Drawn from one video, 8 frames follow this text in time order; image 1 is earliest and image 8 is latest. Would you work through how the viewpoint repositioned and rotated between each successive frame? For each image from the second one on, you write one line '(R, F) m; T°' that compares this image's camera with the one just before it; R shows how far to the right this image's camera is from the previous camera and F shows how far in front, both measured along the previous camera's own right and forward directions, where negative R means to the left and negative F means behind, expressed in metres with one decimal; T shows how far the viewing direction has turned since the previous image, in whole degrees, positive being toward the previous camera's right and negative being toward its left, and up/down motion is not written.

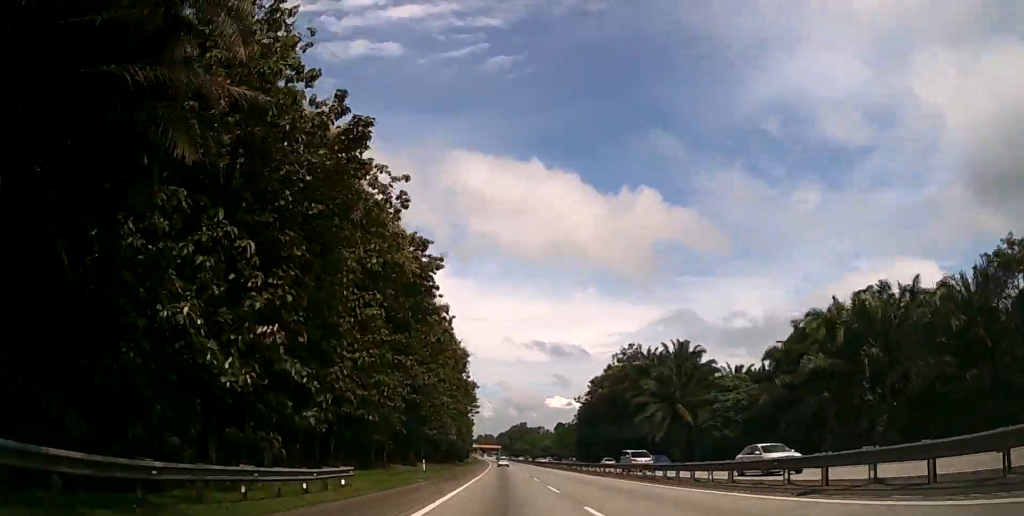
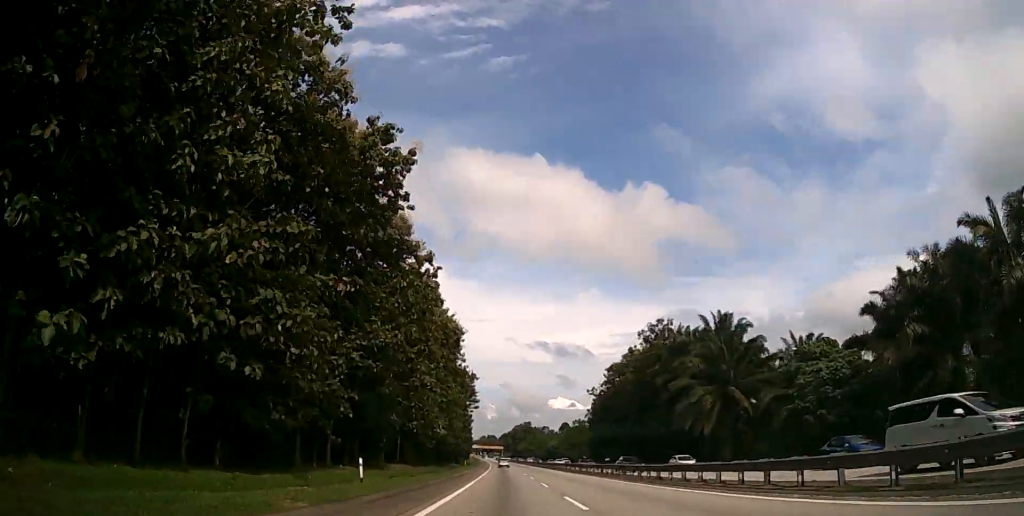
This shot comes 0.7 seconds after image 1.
(0.0, +18.8) m; 0°
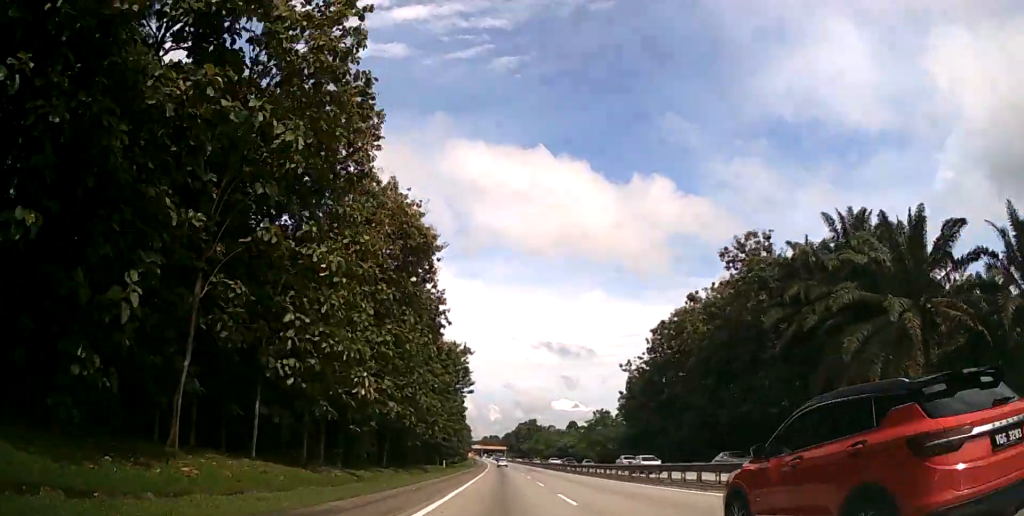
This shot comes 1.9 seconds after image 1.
(-0.1, +34.3) m; 0°
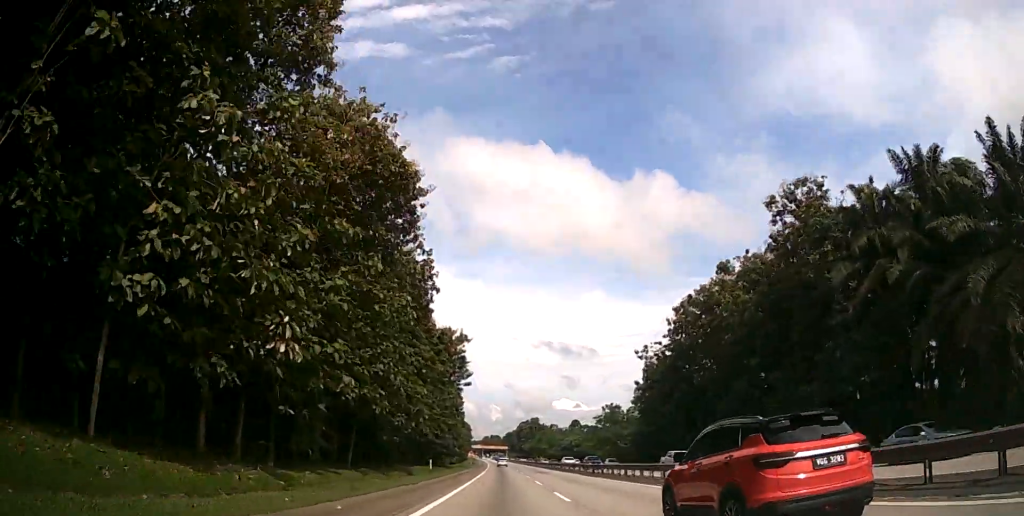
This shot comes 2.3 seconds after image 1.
(0.0, +11.0) m; 0°
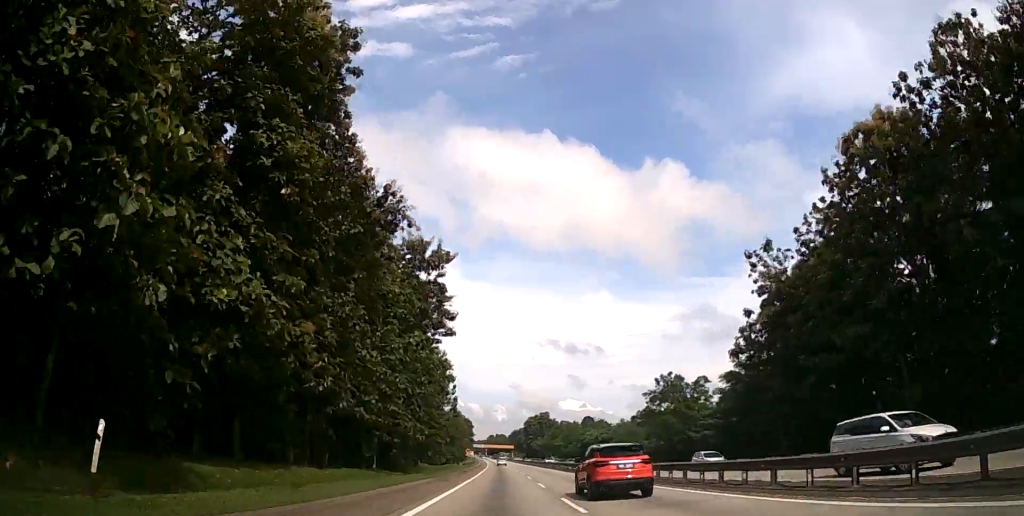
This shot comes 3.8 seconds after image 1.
(-0.1, +39.8) m; -1°
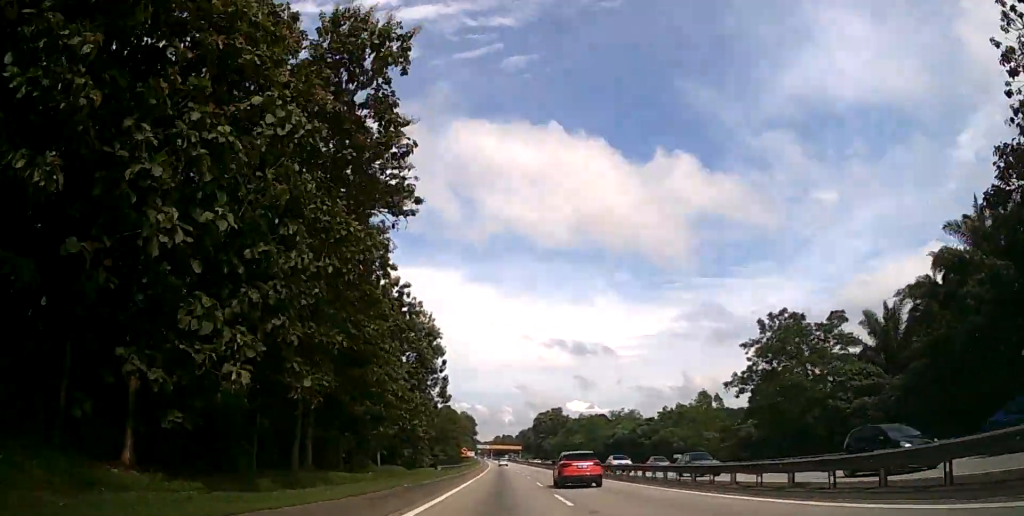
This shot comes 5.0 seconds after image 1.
(-0.3, +33.1) m; -1°
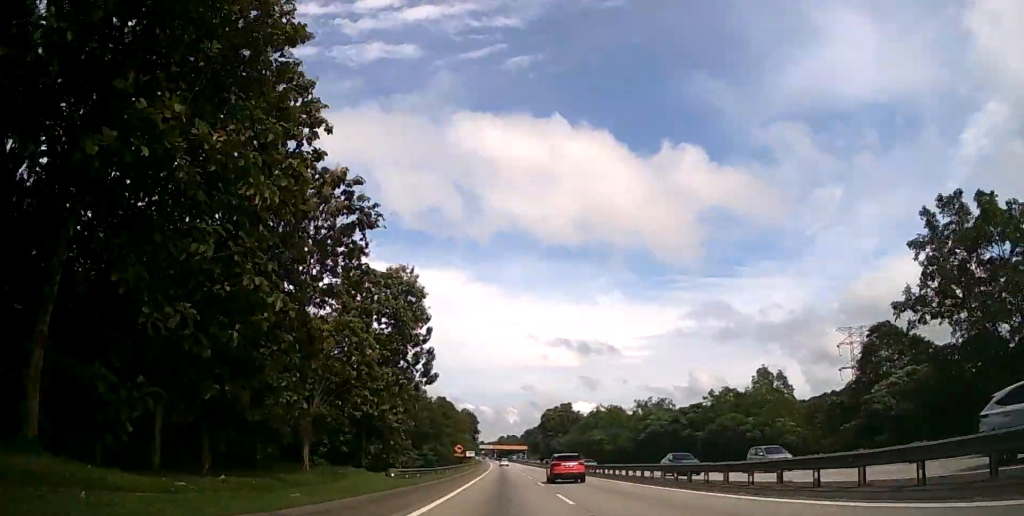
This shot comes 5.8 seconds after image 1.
(-0.1, +23.2) m; 0°
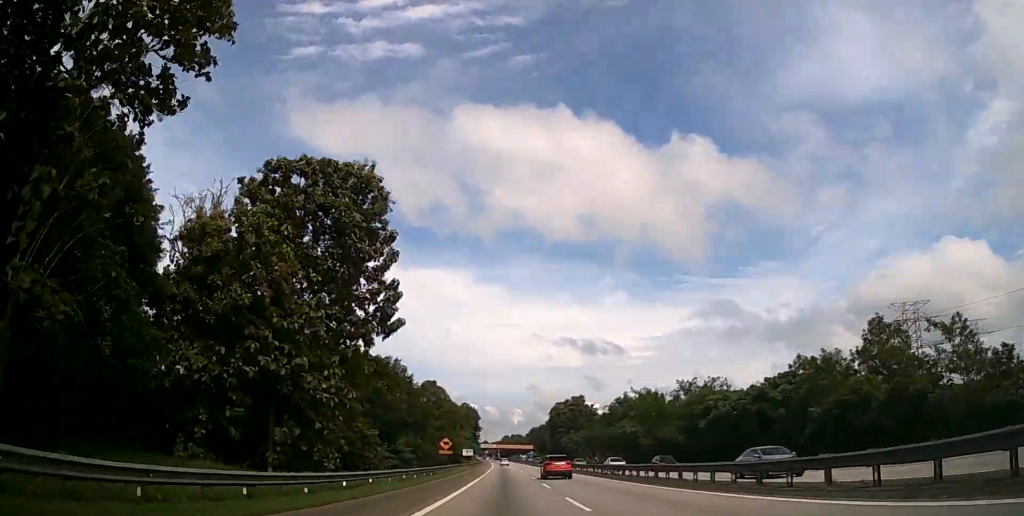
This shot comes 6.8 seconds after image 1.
(0.0, +26.5) m; 0°
